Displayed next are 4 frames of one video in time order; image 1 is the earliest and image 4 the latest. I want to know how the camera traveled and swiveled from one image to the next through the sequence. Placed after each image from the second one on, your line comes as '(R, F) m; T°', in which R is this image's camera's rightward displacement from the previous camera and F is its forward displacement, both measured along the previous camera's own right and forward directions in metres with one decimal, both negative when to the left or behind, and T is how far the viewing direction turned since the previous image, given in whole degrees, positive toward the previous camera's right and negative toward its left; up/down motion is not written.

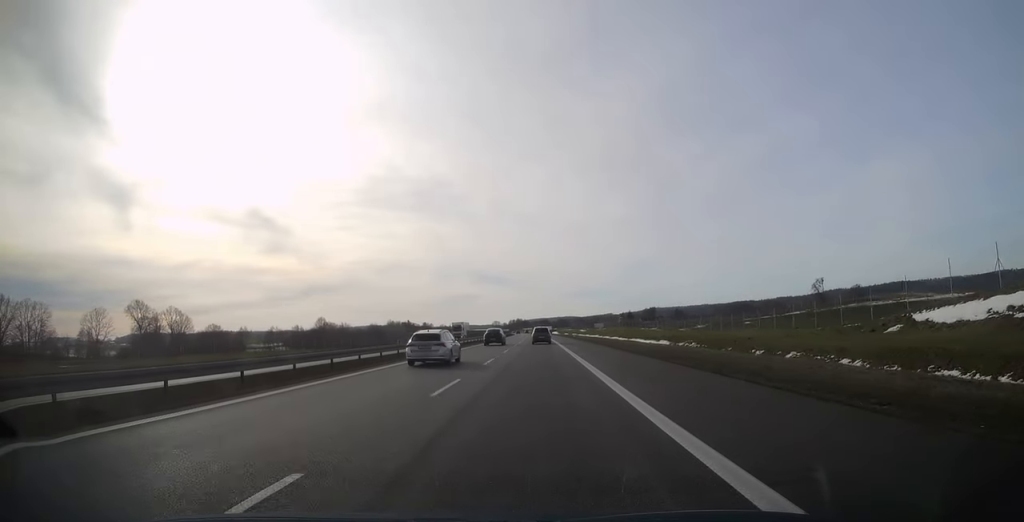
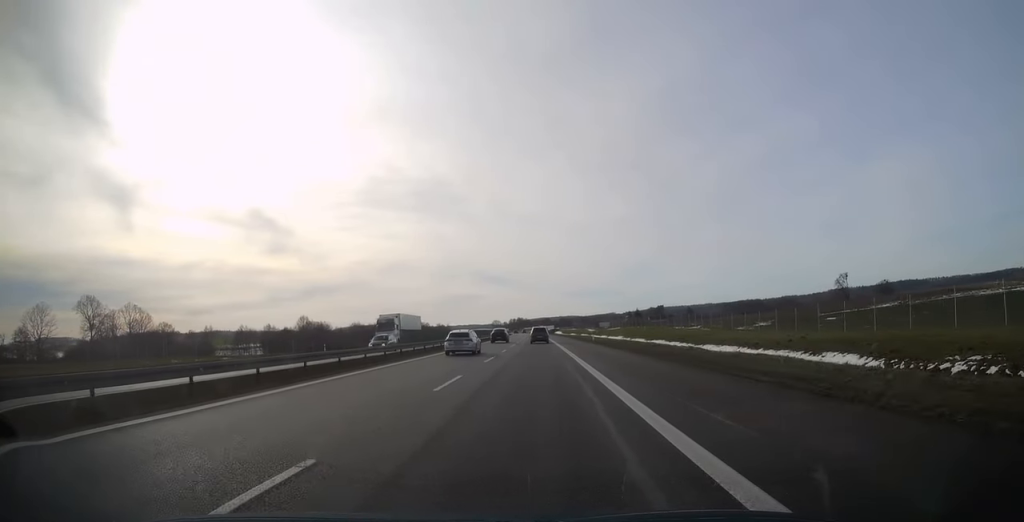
(-0.1, +34.7) m; 0°
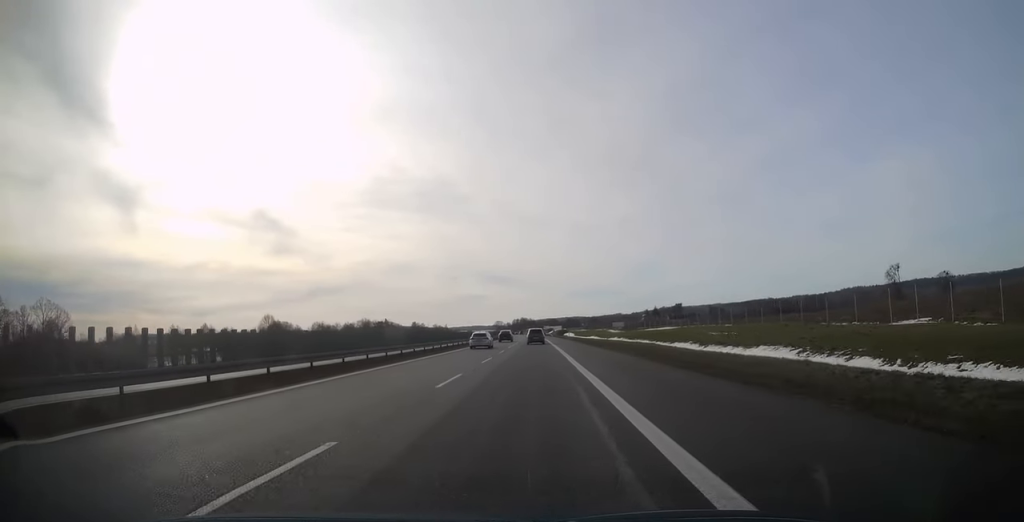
(-0.1, +58.6) m; 0°
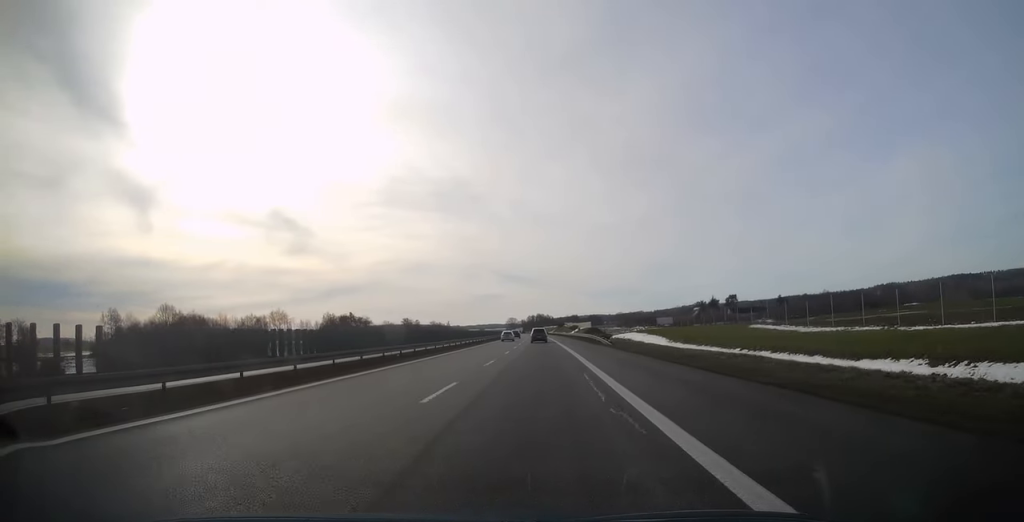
(-1.5, +110.7) m; -2°
